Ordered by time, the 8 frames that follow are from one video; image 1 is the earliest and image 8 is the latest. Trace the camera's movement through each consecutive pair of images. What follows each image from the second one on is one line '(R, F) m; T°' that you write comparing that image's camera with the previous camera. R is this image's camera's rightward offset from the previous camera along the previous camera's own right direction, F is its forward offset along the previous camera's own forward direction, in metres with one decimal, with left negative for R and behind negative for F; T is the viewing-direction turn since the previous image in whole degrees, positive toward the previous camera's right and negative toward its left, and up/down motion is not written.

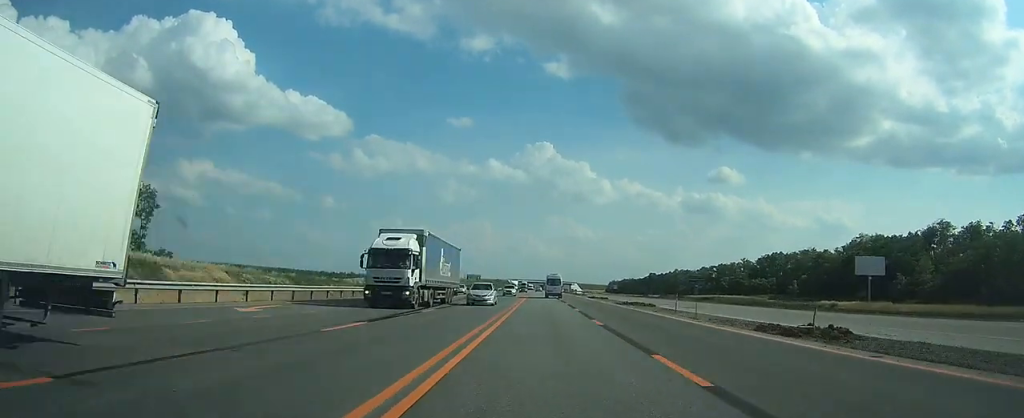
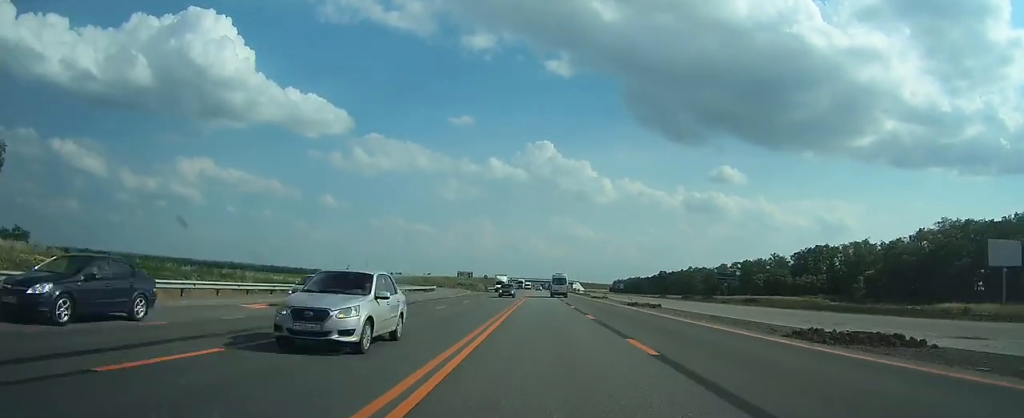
(0.0, +32.2) m; 0°
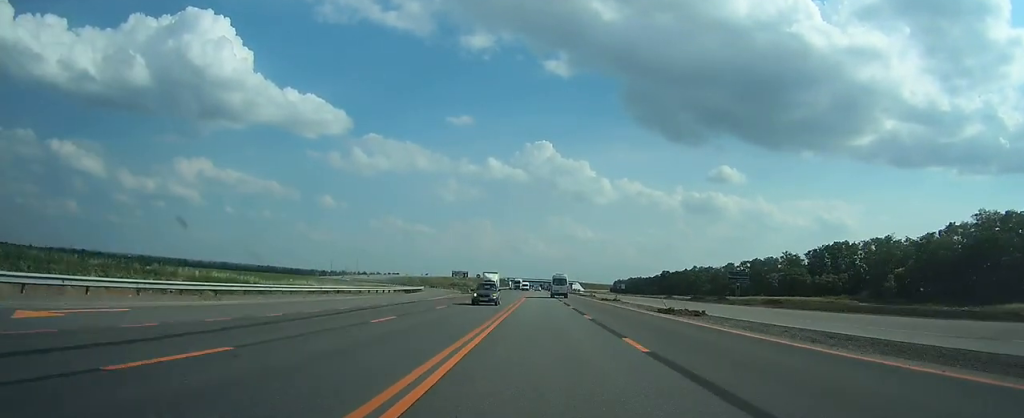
(0.0, +11.7) m; 0°
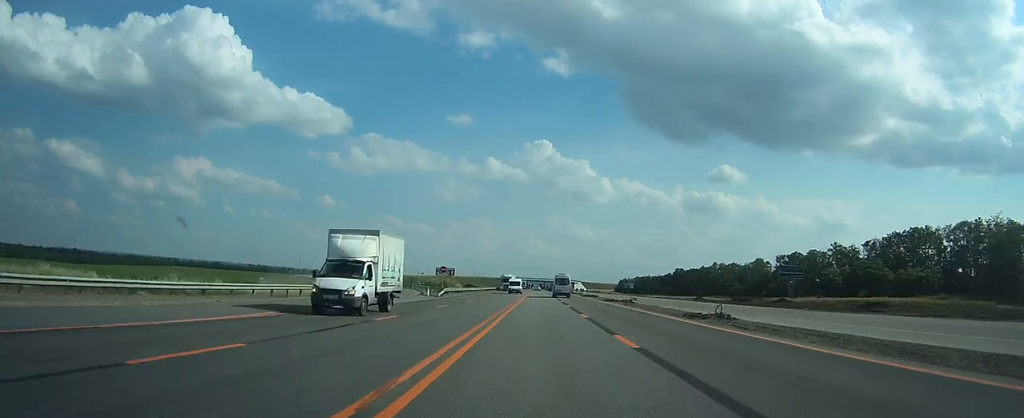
(-0.1, +35.6) m; -1°
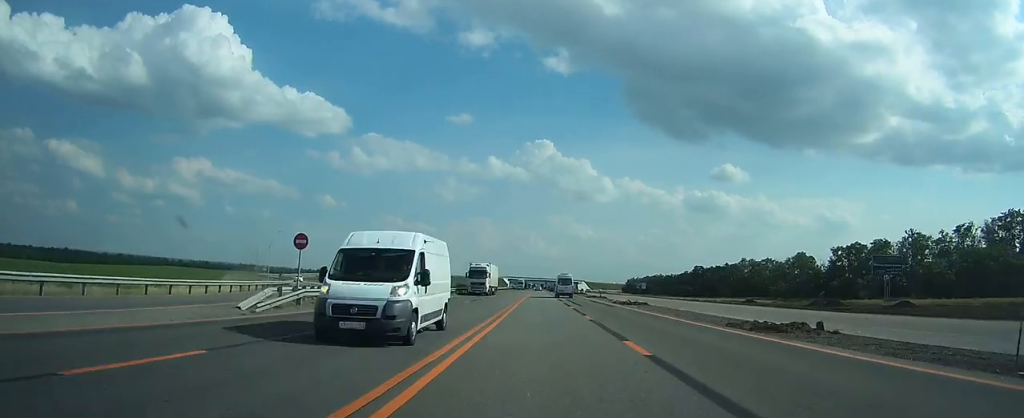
(-0.3, +38.1) m; 0°
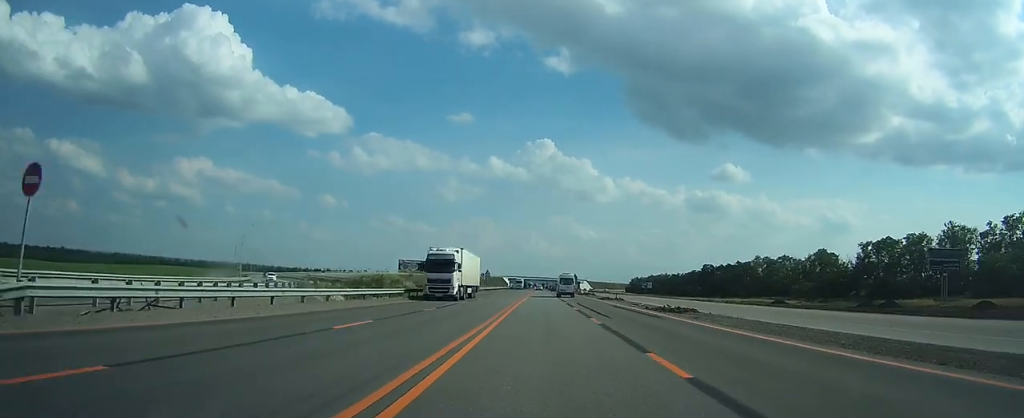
(0.0, +15.0) m; 0°
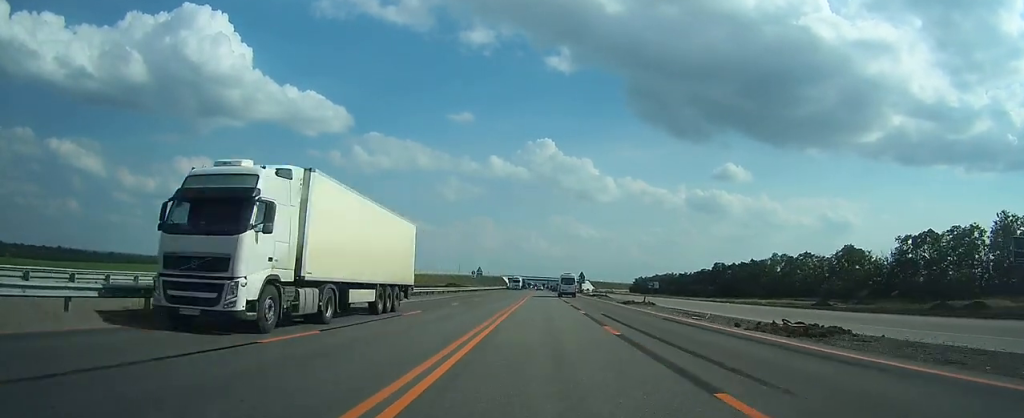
(+0.1, +16.9) m; 0°
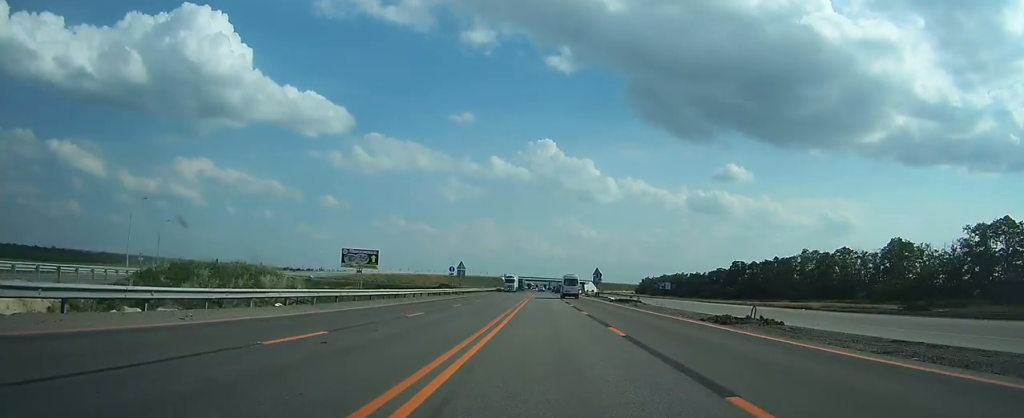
(+0.1, +24.4) m; 0°
